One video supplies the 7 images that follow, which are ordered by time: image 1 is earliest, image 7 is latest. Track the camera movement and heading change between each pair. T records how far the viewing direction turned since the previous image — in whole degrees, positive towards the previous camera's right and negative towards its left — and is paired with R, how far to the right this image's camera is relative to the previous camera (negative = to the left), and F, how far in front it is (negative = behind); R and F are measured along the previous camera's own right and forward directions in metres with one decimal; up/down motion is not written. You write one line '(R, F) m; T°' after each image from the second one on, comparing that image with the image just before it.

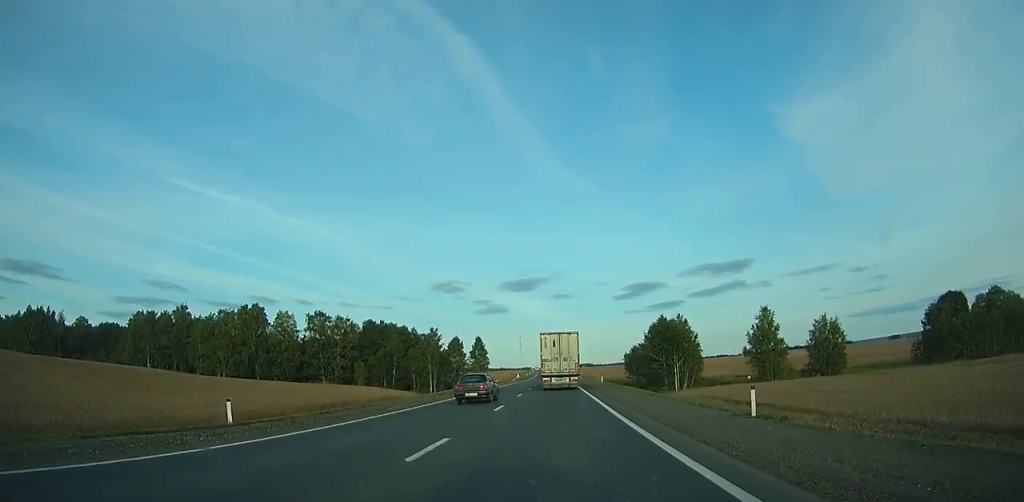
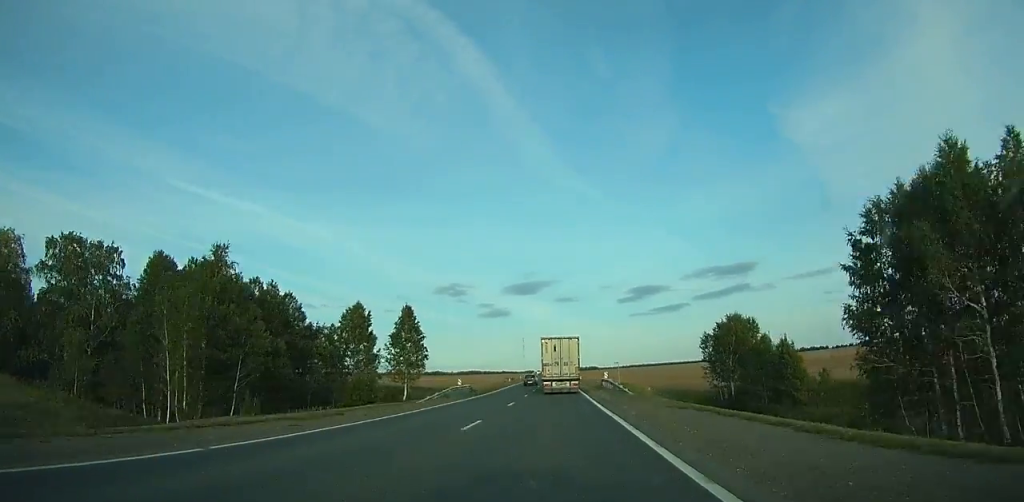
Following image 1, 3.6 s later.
(-0.1, +83.4) m; 0°
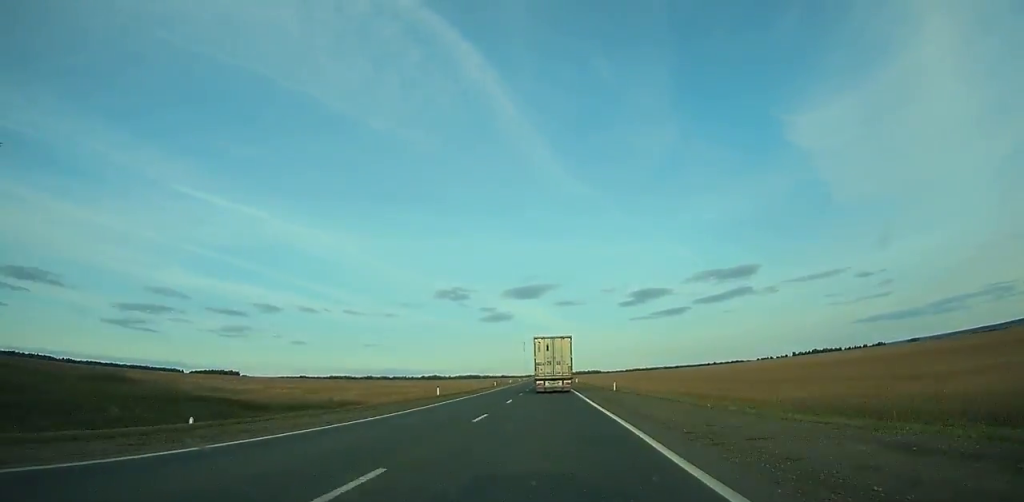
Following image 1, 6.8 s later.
(-0.4, +73.1) m; -1°
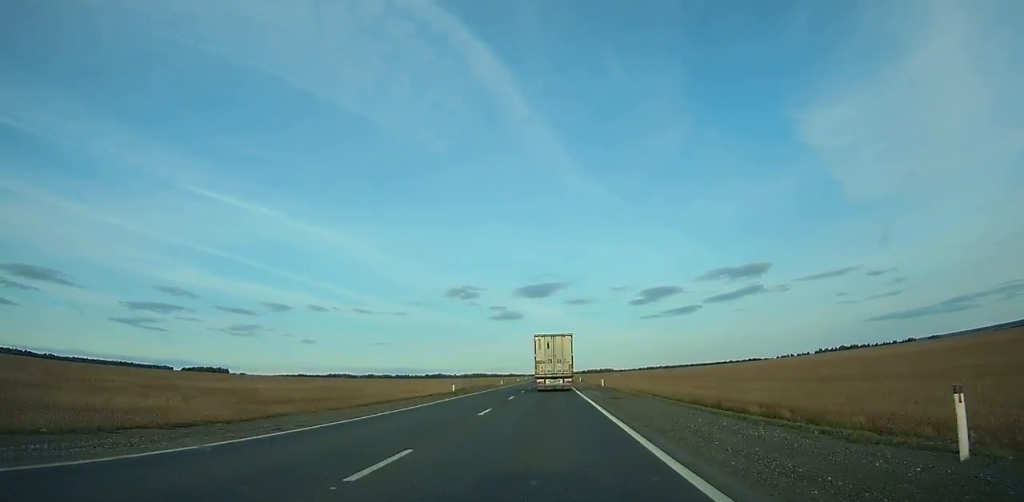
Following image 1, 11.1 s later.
(-0.7, +99.5) m; -1°
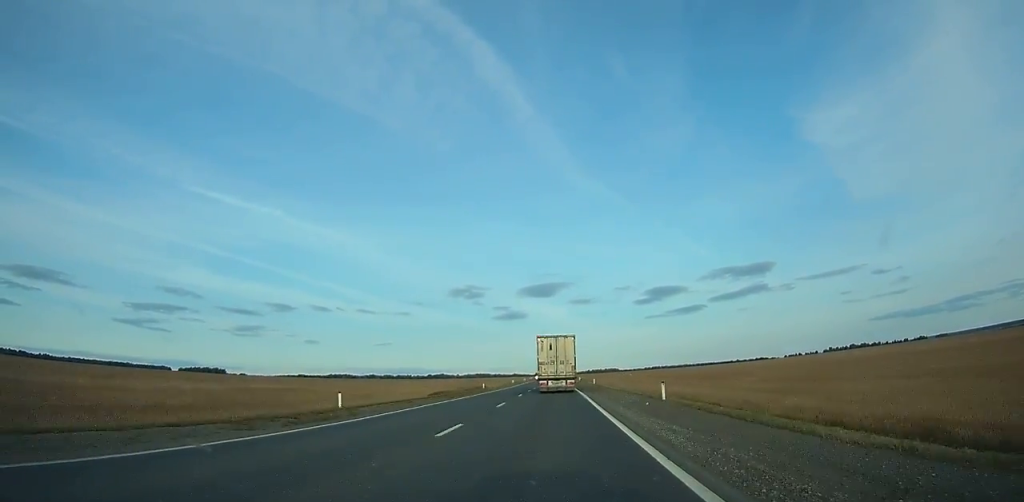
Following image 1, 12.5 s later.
(0.0, +31.9) m; 0°
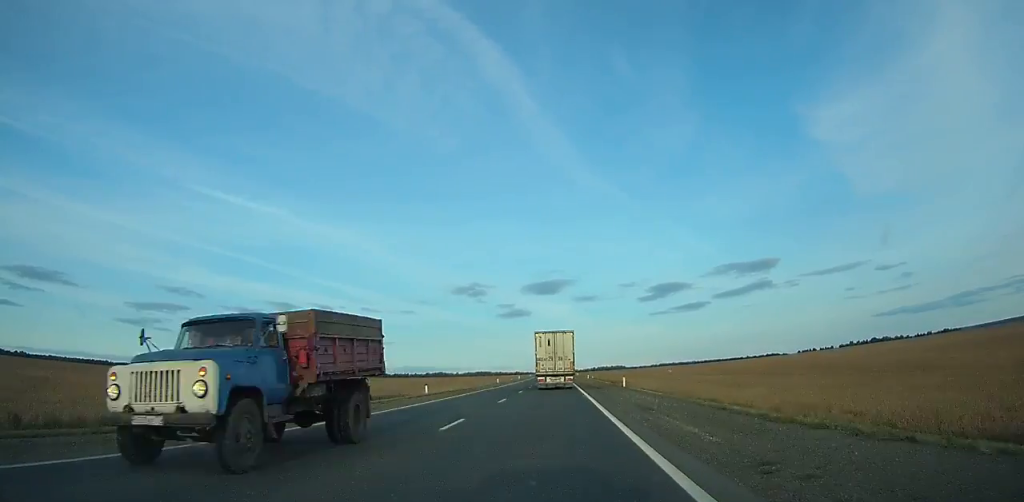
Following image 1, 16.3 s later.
(-0.5, +83.9) m; 0°
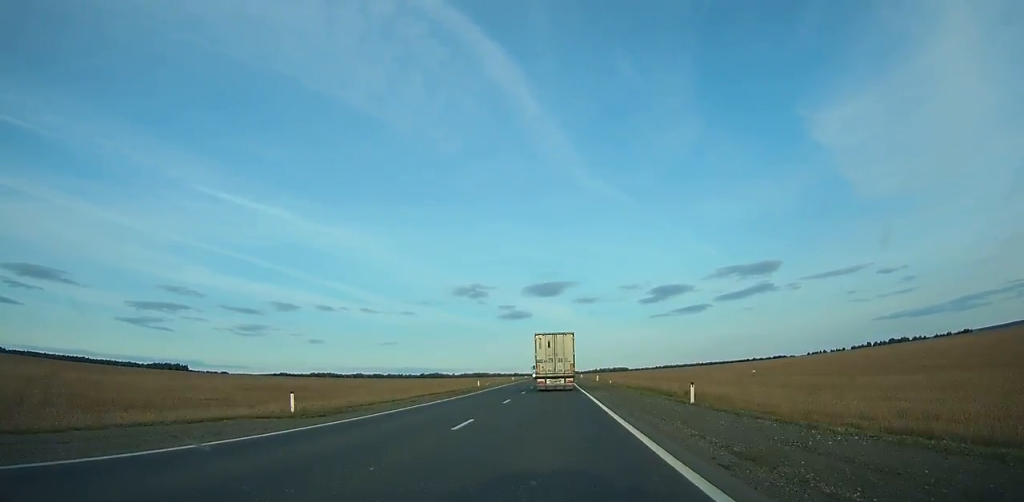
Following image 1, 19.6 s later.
(+0.2, +68.9) m; 0°
